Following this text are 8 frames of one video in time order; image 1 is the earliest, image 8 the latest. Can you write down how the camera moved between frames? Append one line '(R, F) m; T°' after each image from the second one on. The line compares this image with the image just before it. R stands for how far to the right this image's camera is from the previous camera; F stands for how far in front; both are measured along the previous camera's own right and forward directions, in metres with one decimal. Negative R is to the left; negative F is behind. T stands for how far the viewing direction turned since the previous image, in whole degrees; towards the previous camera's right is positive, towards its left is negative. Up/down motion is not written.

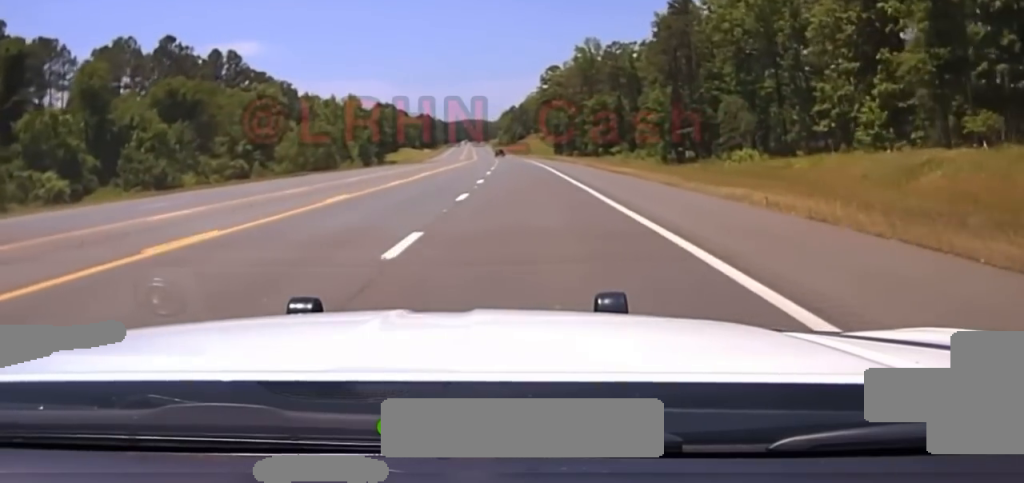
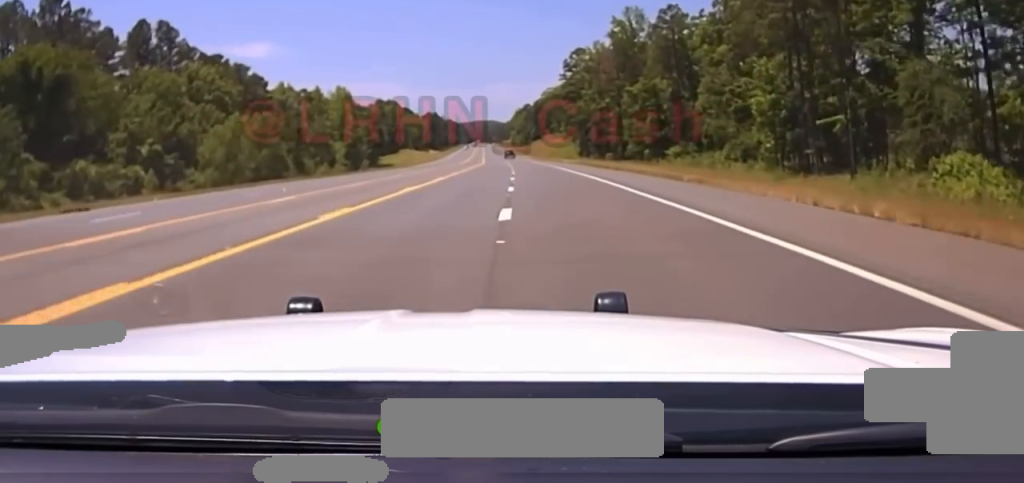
(-0.4, +38.9) m; -1°
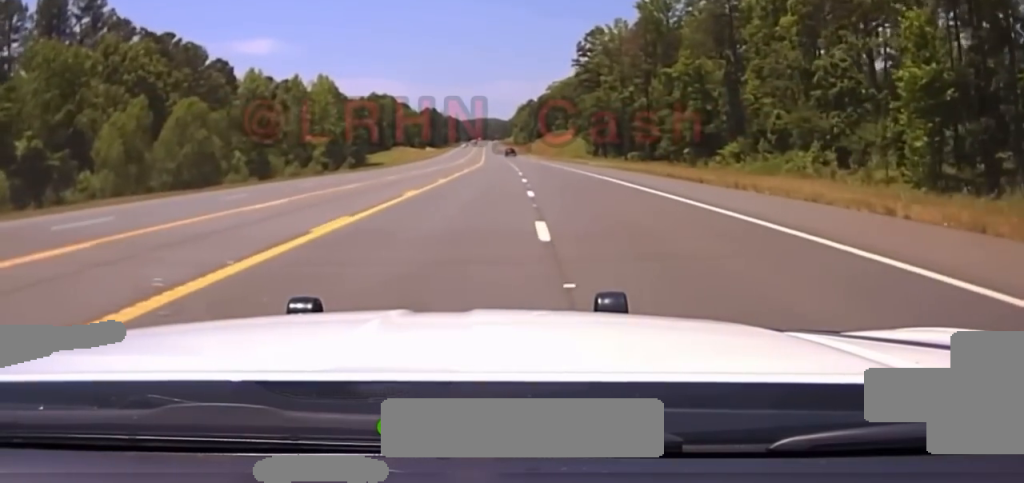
(0.0, +26.2) m; -1°
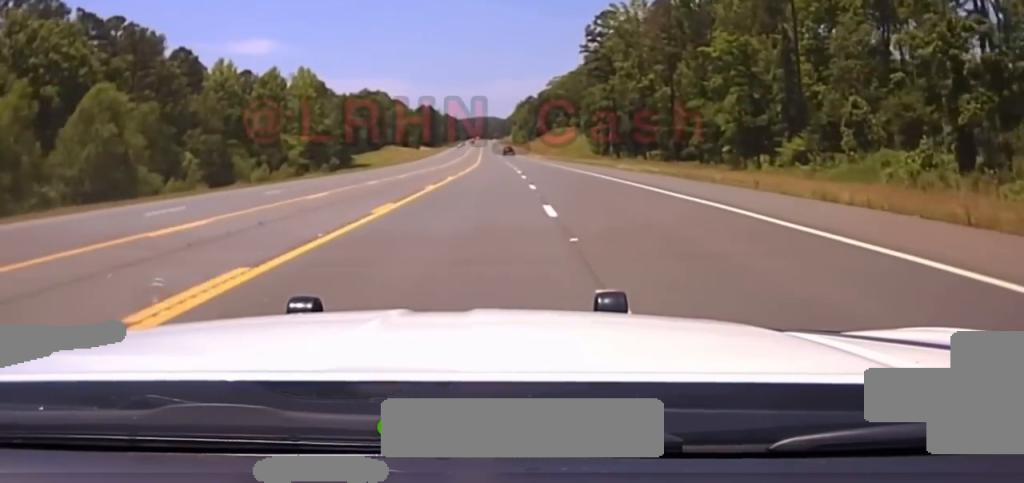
(-0.2, +20.0) m; 0°
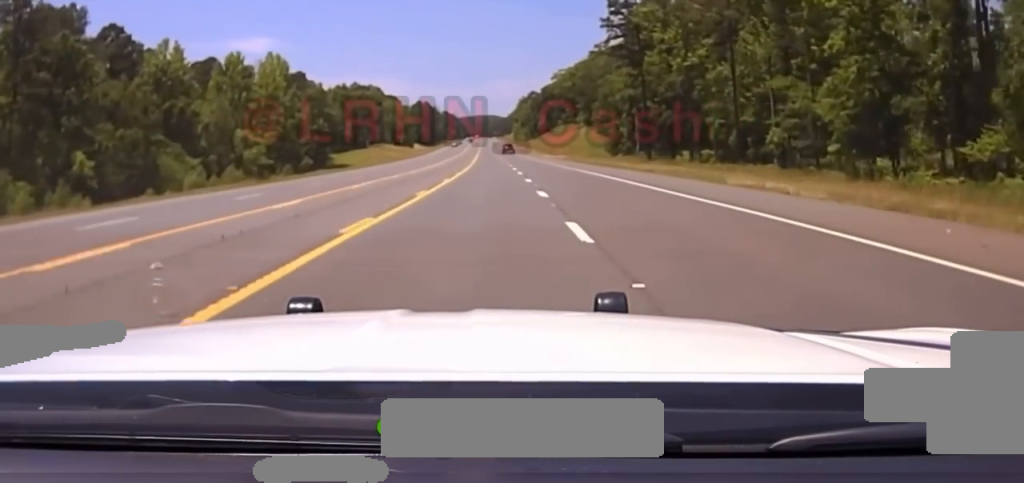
(-0.1, +29.9) m; 0°
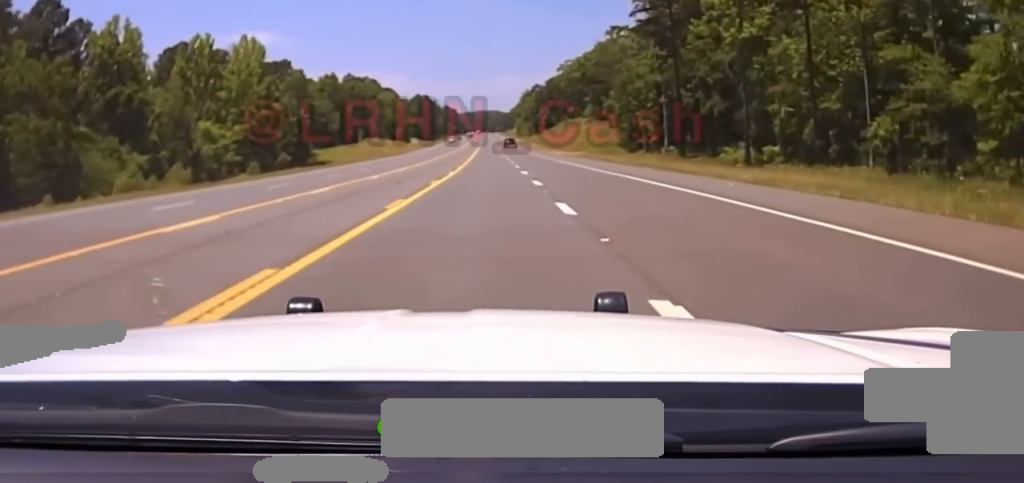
(0.0, +21.0) m; 0°
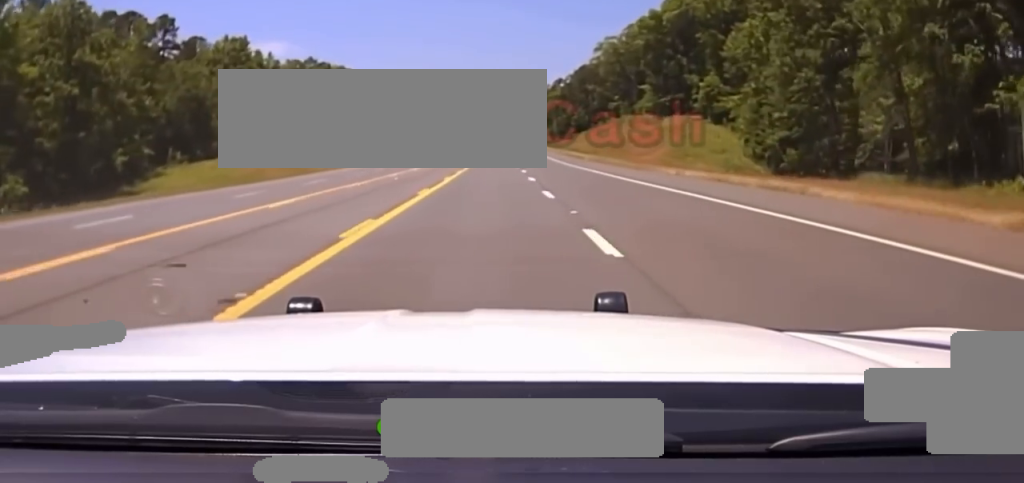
(-0.4, +99.3) m; -1°
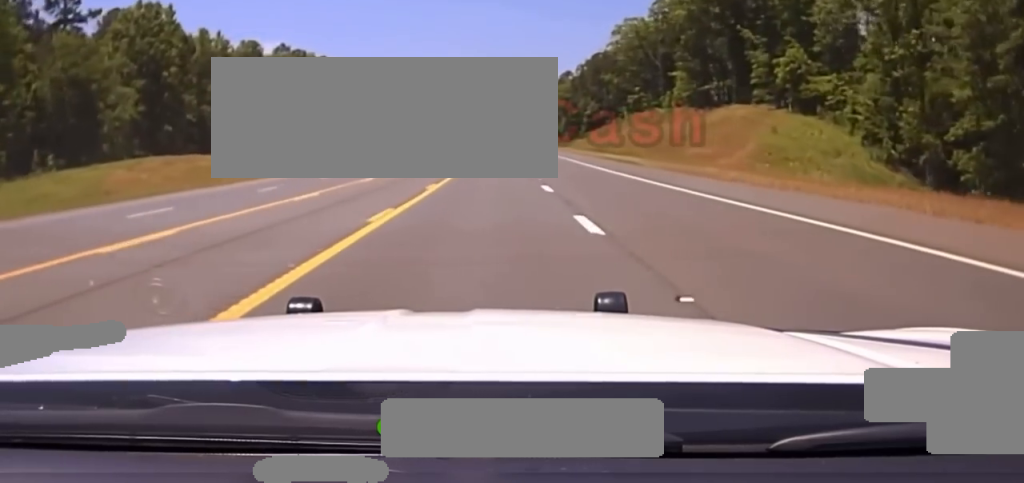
(-0.1, +32.6) m; 0°
